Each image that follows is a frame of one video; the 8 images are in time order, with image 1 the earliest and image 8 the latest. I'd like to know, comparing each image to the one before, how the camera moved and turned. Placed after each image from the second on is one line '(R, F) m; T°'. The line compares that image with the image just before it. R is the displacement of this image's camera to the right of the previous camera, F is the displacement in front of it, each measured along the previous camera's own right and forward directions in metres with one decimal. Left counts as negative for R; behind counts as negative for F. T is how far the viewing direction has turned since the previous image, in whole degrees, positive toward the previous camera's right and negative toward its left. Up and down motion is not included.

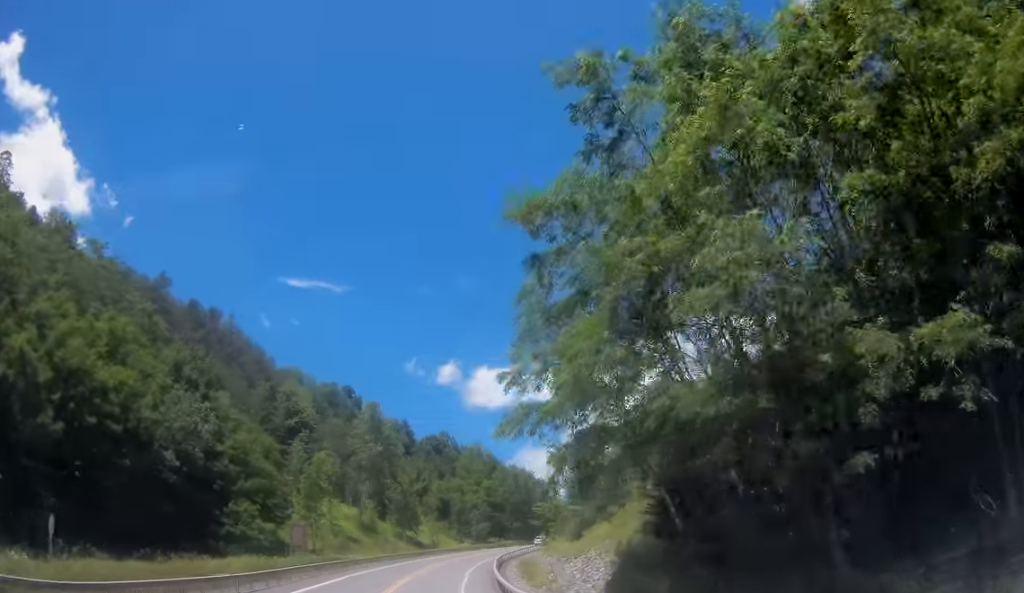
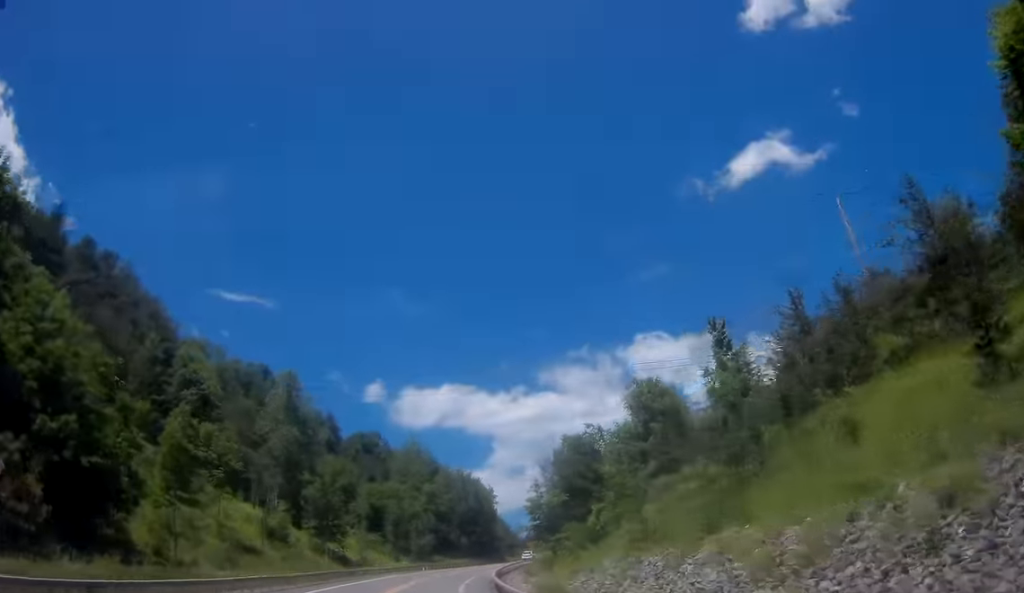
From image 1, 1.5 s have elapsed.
(+1.3, +26.6) m; +7°
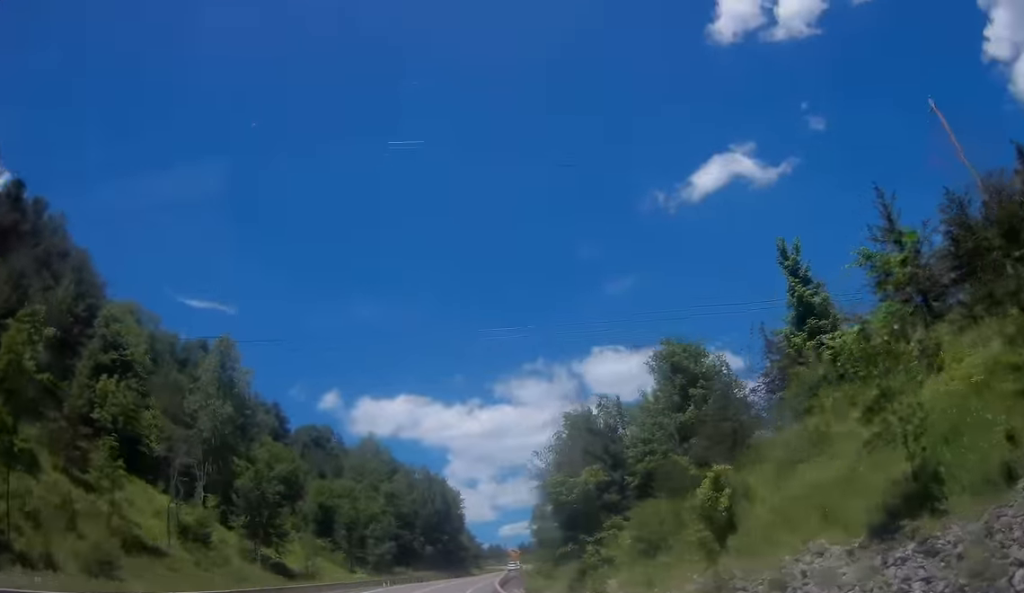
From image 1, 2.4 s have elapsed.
(+0.8, +16.5) m; +4°
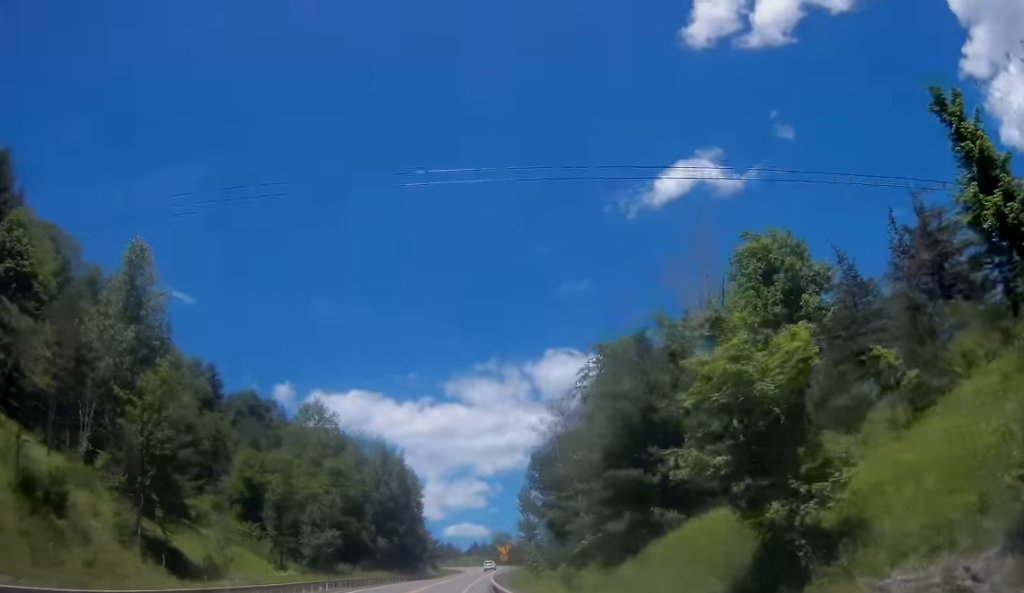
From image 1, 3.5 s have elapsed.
(+0.6, +18.6) m; +4°
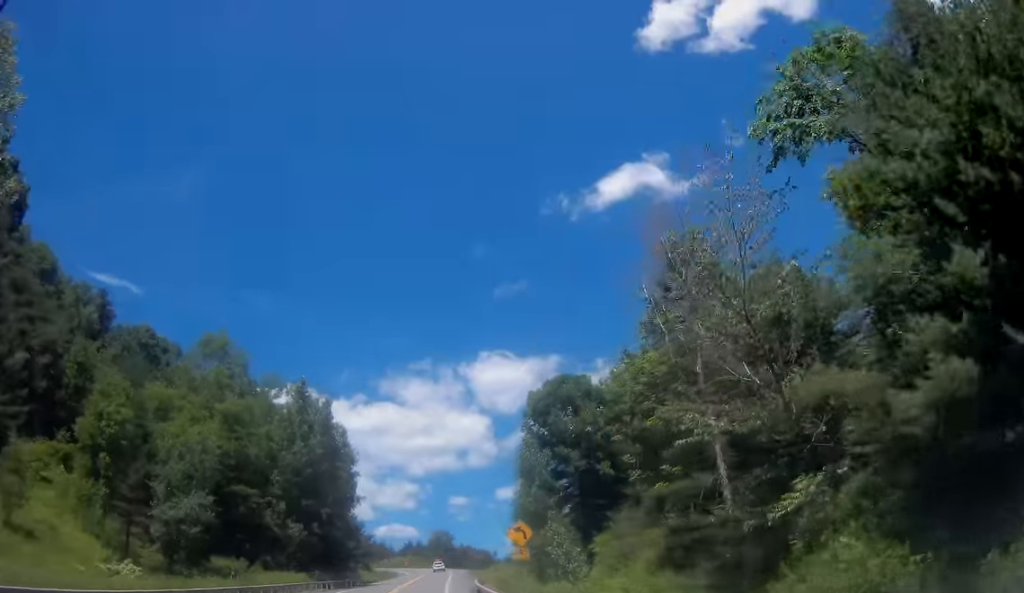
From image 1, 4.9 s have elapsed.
(+1.4, +24.6) m; +6°
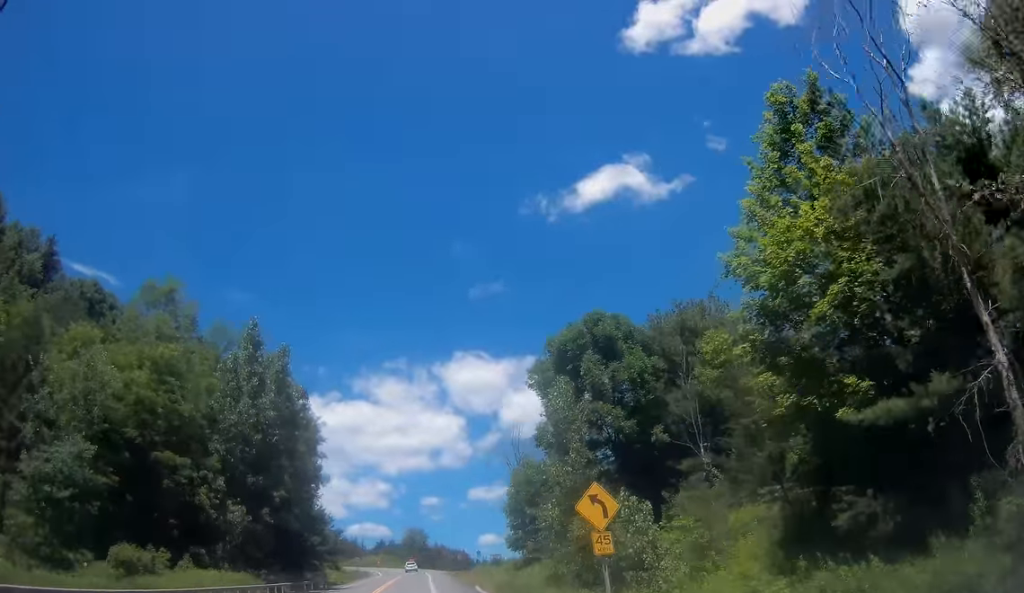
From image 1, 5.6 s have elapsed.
(+0.3, +11.4) m; +2°
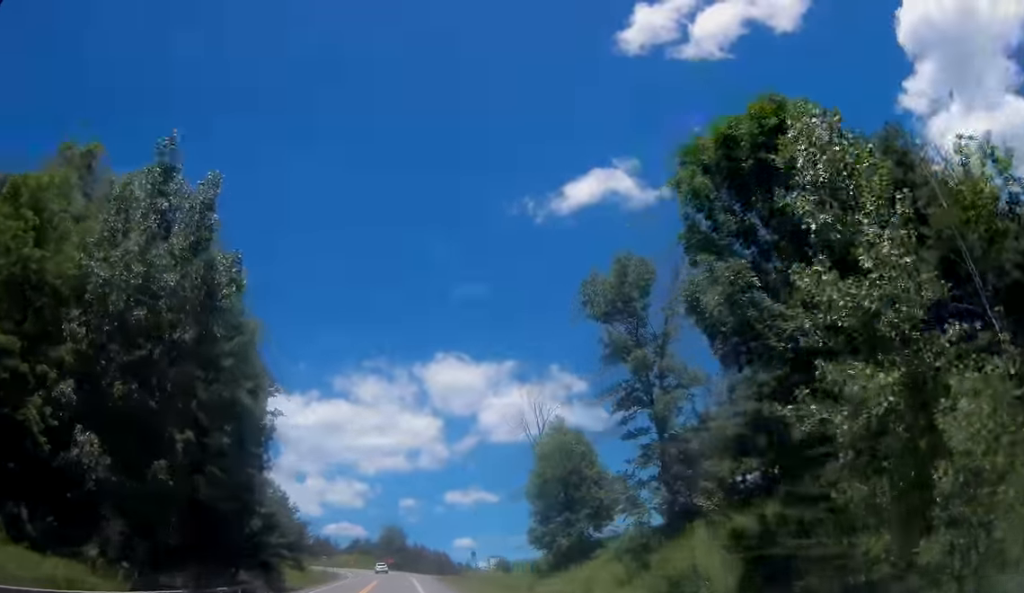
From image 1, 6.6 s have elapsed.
(+0.5, +17.5) m; +3°
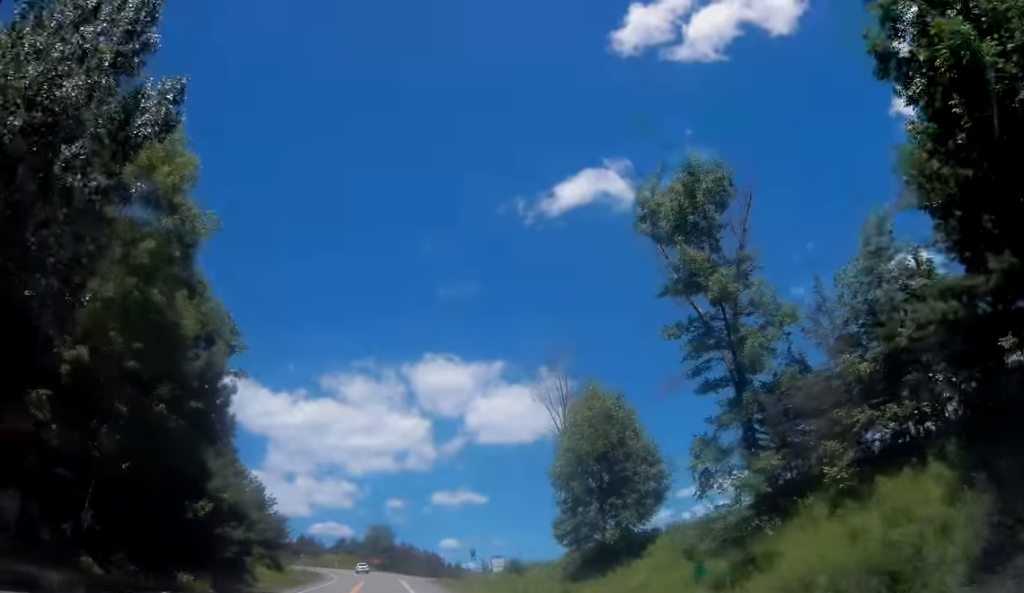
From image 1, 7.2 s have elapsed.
(+0.1, +9.6) m; +1°
